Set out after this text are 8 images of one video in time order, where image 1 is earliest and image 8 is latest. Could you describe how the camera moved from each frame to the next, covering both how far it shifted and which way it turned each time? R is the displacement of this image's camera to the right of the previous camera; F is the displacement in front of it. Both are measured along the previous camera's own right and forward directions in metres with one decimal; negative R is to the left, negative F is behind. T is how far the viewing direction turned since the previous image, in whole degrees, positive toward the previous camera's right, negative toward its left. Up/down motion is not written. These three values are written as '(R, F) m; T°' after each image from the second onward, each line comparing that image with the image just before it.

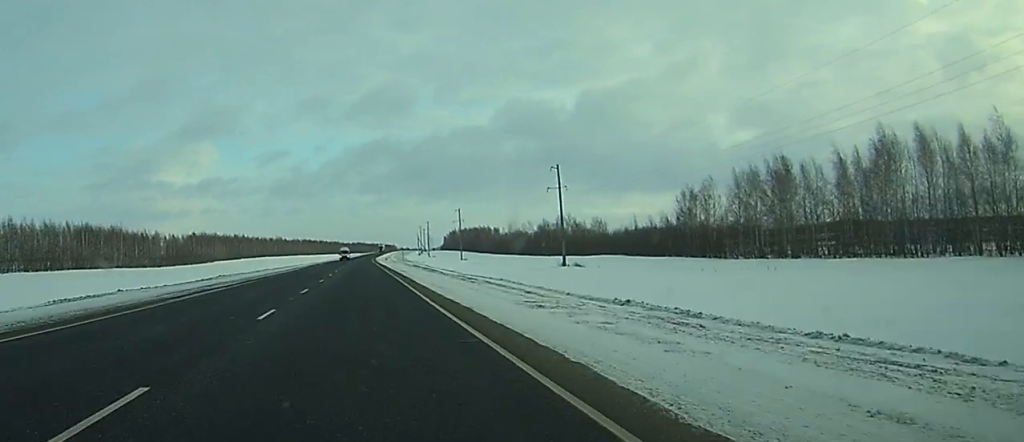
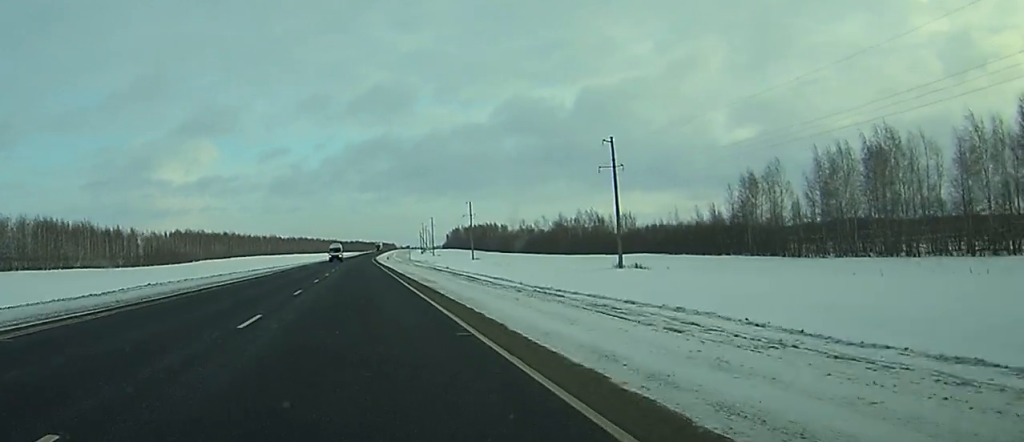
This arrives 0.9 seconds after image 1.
(0.0, +26.2) m; 0°
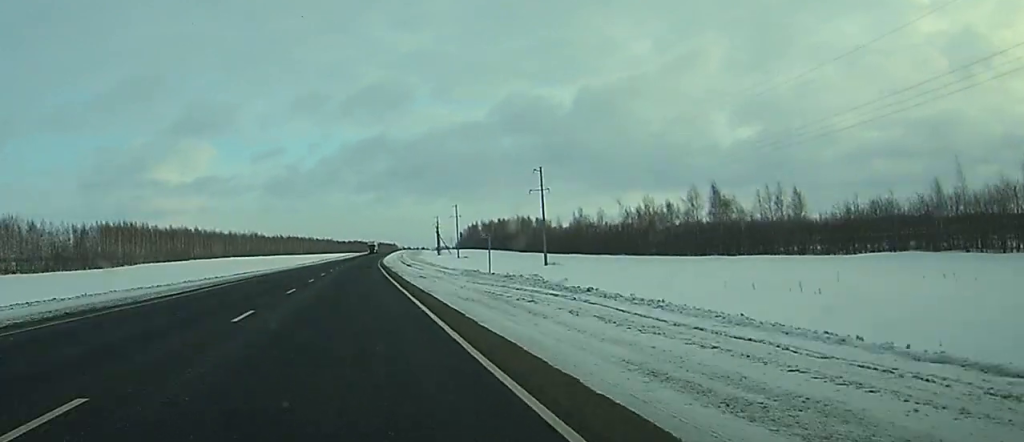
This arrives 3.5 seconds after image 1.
(0.0, +82.0) m; 0°
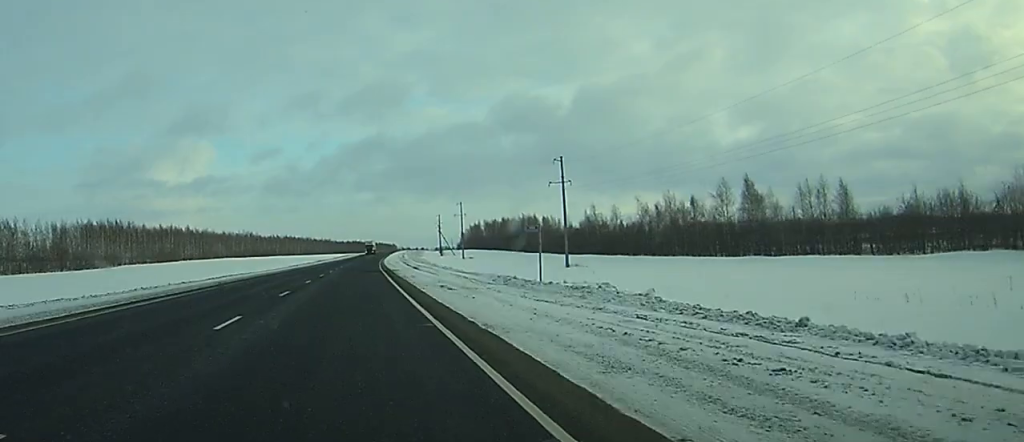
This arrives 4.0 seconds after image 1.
(0.0, +13.5) m; 0°
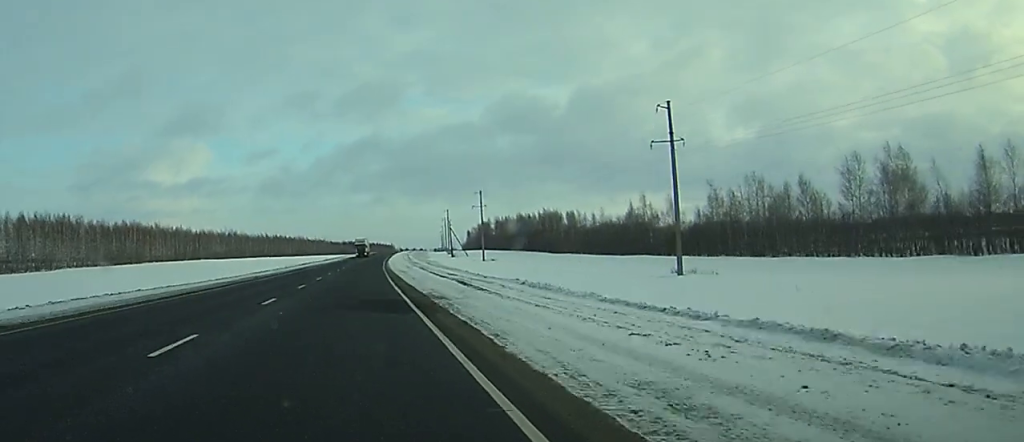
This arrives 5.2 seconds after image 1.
(0.0, +39.9) m; 0°
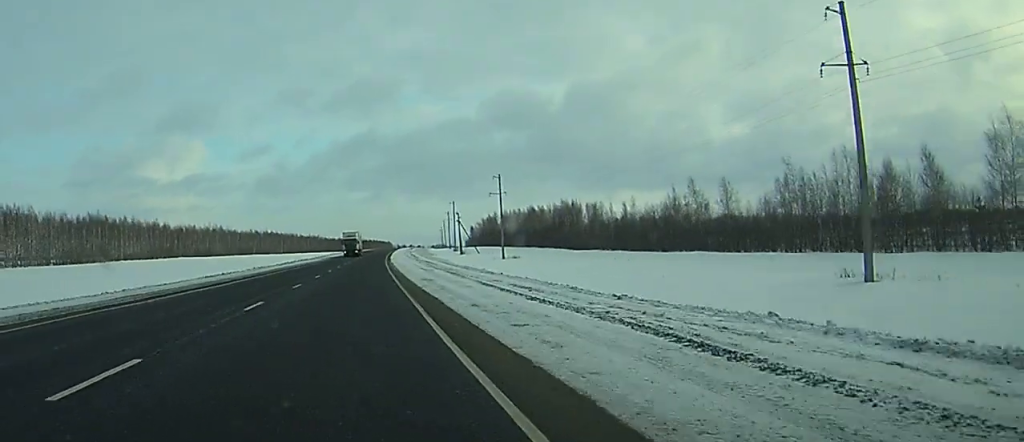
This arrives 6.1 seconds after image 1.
(0.0, +27.6) m; 0°
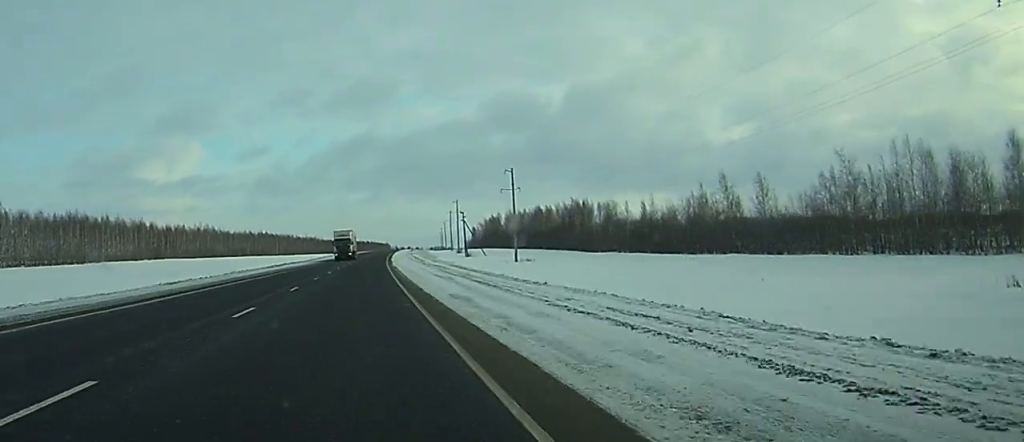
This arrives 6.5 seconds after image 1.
(0.0, +13.9) m; 0°
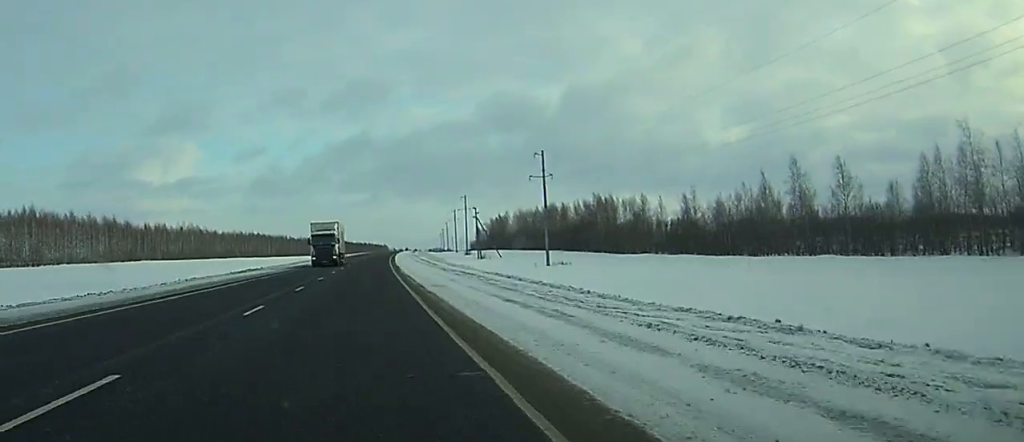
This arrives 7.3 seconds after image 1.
(+0.1, +23.6) m; 0°
